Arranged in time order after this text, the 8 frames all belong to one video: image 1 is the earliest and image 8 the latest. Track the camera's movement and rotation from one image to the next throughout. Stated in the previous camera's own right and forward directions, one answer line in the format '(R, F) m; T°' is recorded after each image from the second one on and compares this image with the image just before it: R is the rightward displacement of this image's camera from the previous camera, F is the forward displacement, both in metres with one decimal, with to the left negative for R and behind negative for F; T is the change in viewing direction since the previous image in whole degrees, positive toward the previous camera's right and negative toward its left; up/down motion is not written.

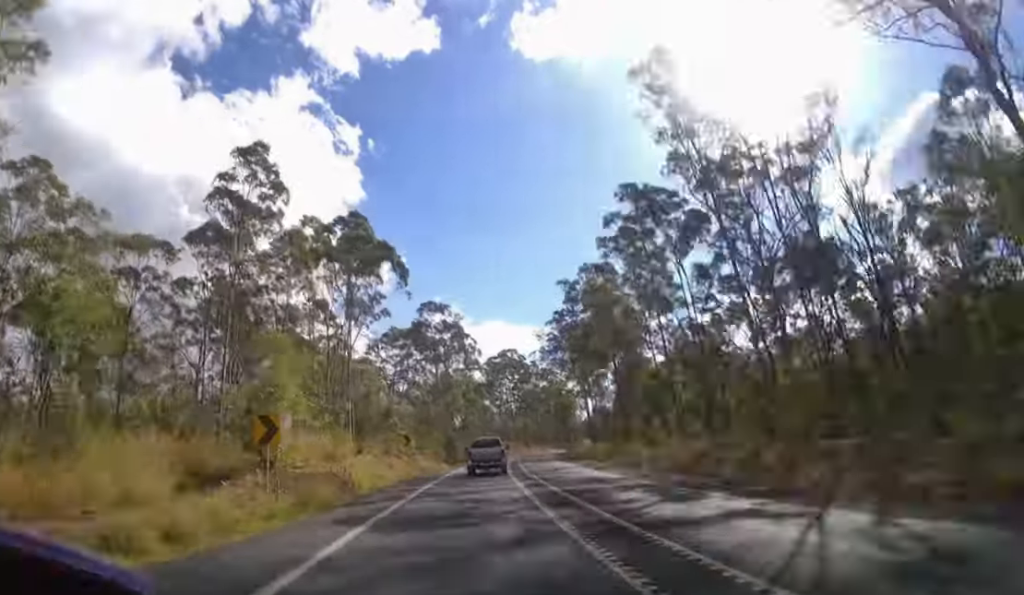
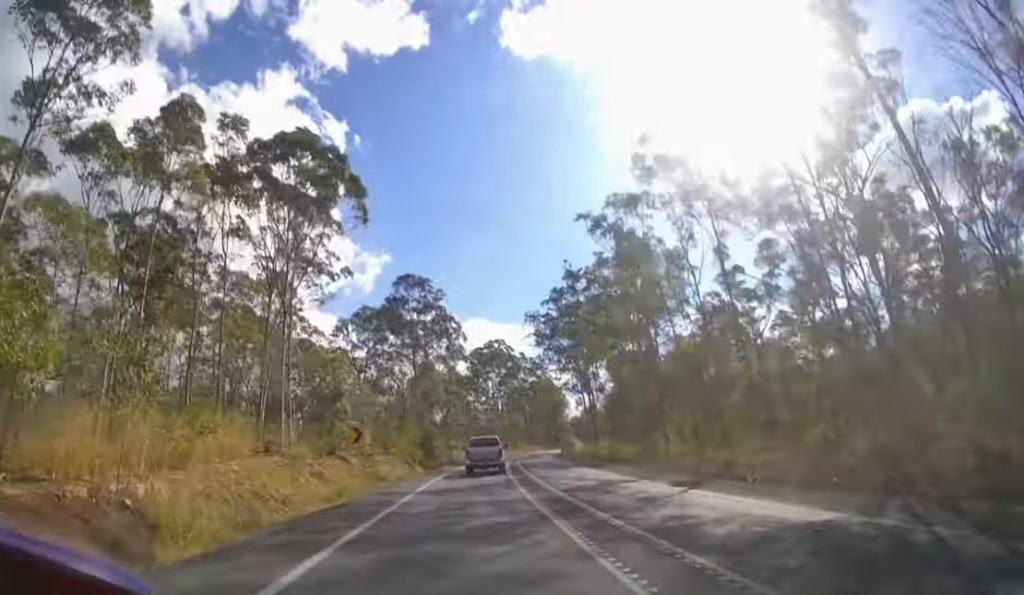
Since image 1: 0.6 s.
(+0.3, +13.6) m; +2°
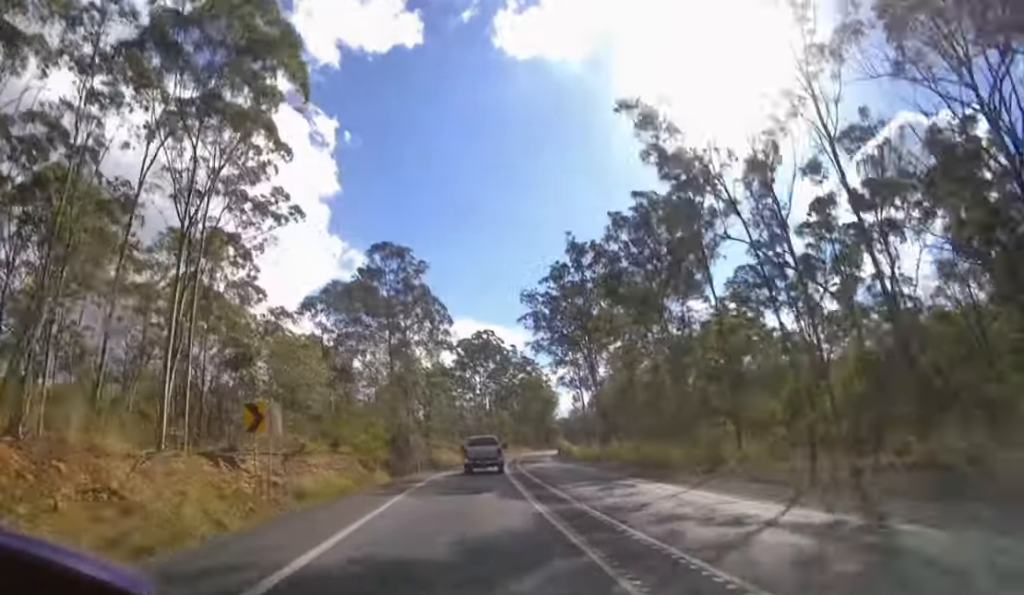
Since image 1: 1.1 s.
(+0.1, +10.6) m; +2°
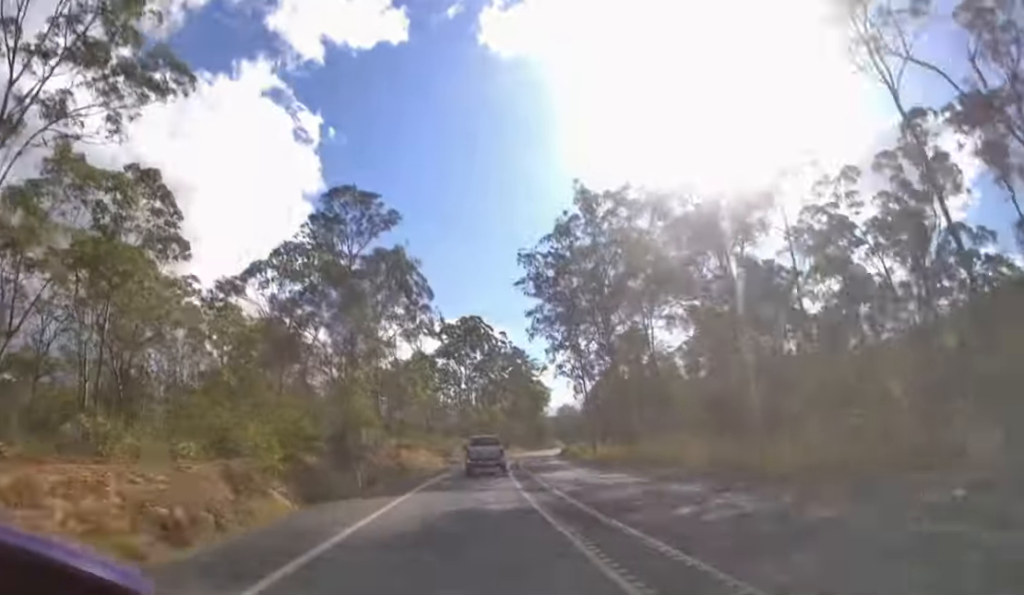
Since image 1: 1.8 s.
(+0.3, +13.0) m; +2°
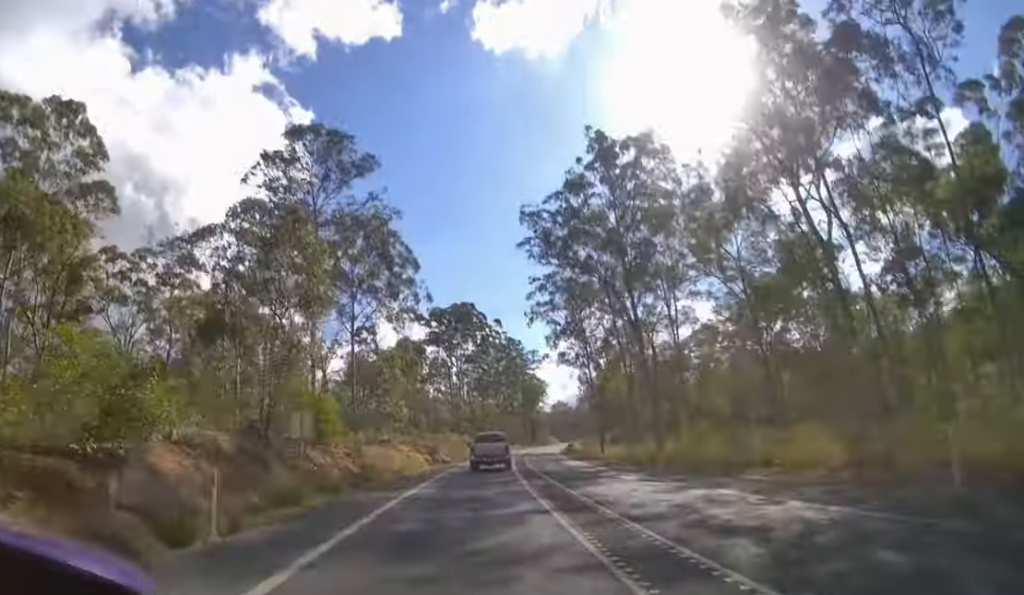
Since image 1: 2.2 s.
(0.0, +9.5) m; +1°
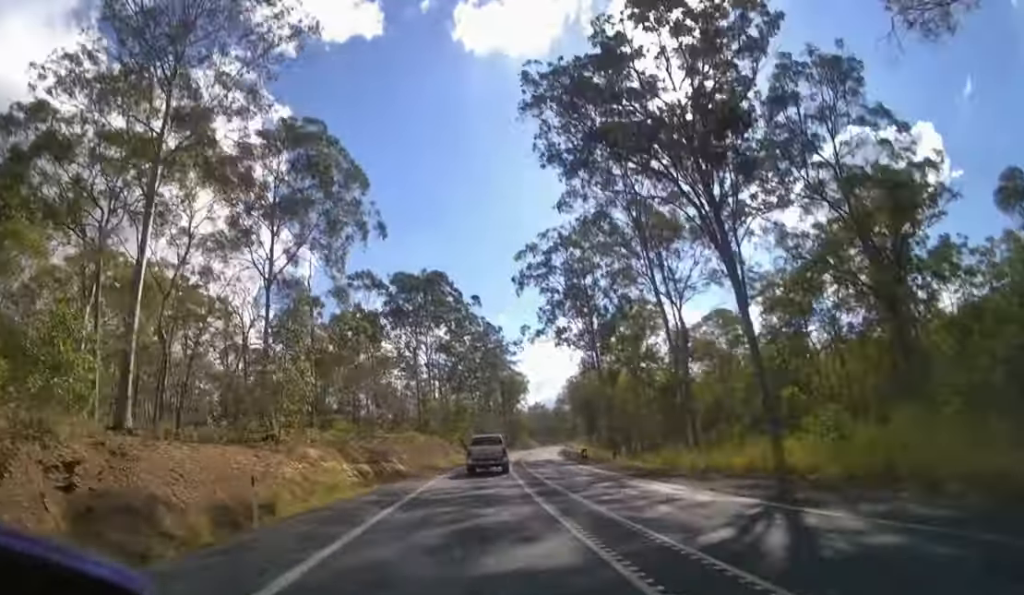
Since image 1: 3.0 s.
(+0.4, +15.1) m; +2°
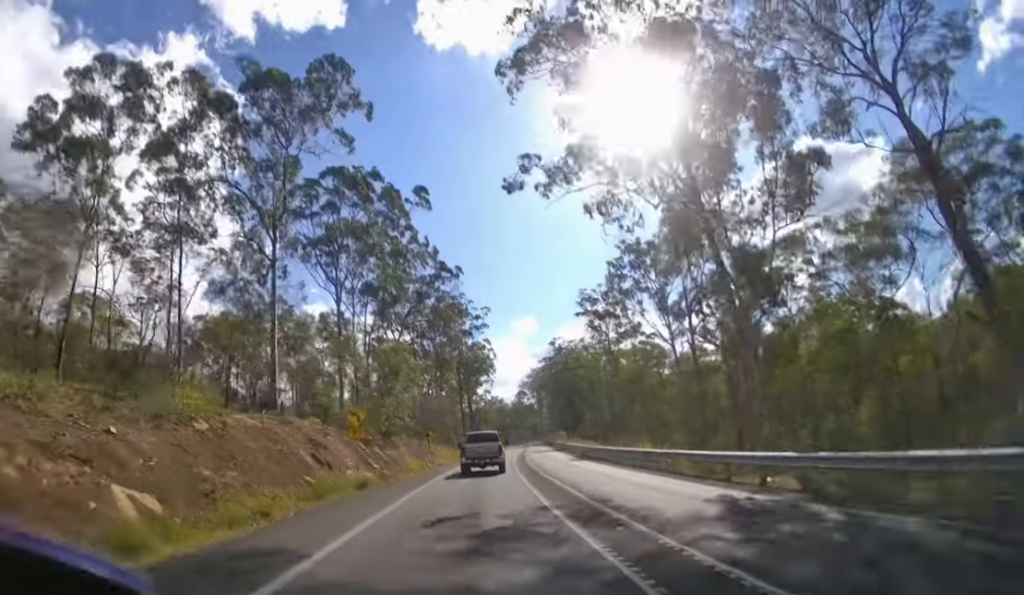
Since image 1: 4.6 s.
(+1.3, +30.9) m; +5°
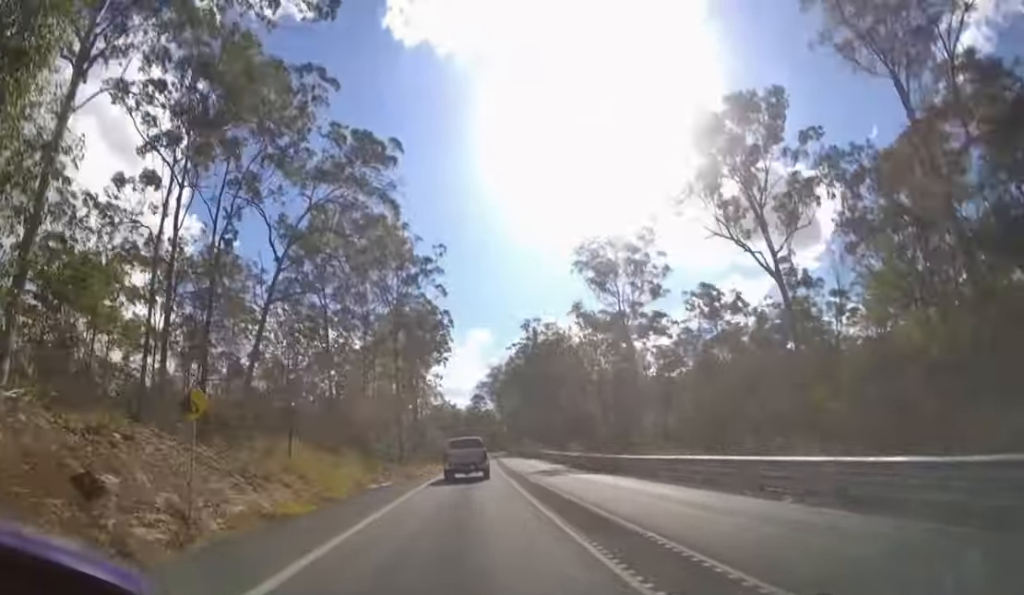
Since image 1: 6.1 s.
(+1.3, +32.0) m; +5°
